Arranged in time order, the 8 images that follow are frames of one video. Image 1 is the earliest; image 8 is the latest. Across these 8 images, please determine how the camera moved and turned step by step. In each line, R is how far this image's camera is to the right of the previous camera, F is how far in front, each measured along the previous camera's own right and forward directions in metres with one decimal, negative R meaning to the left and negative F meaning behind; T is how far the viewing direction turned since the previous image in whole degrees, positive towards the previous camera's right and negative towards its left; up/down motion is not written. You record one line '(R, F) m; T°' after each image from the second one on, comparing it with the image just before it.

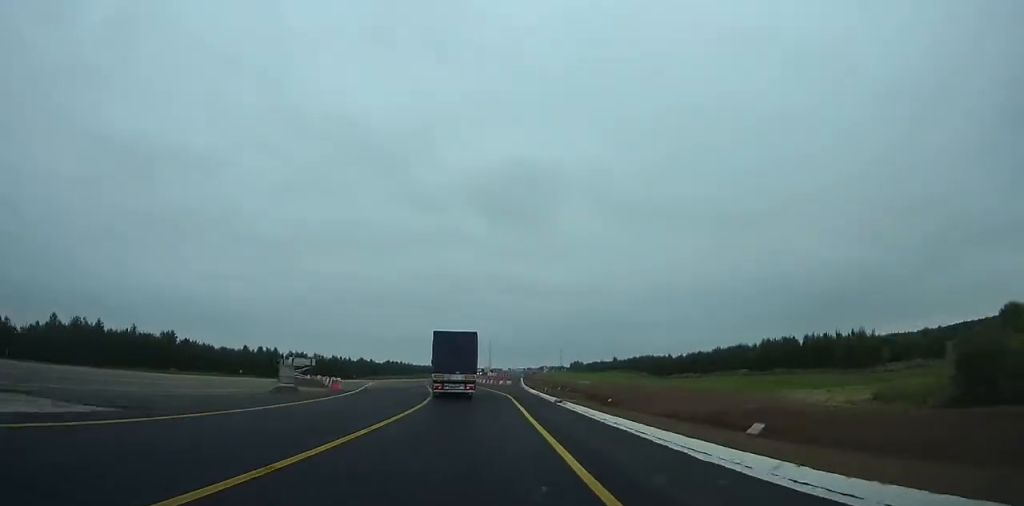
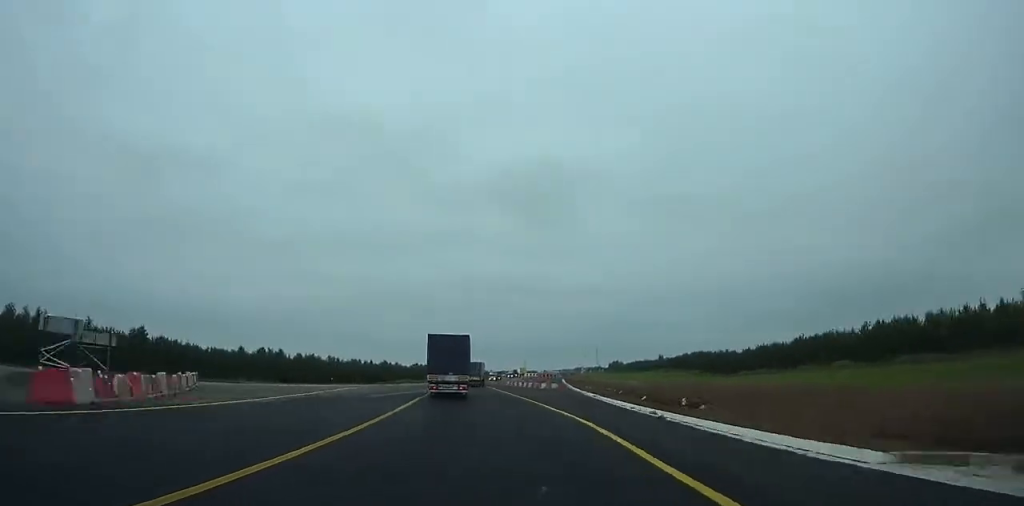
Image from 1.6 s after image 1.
(+0.2, +31.2) m; 0°
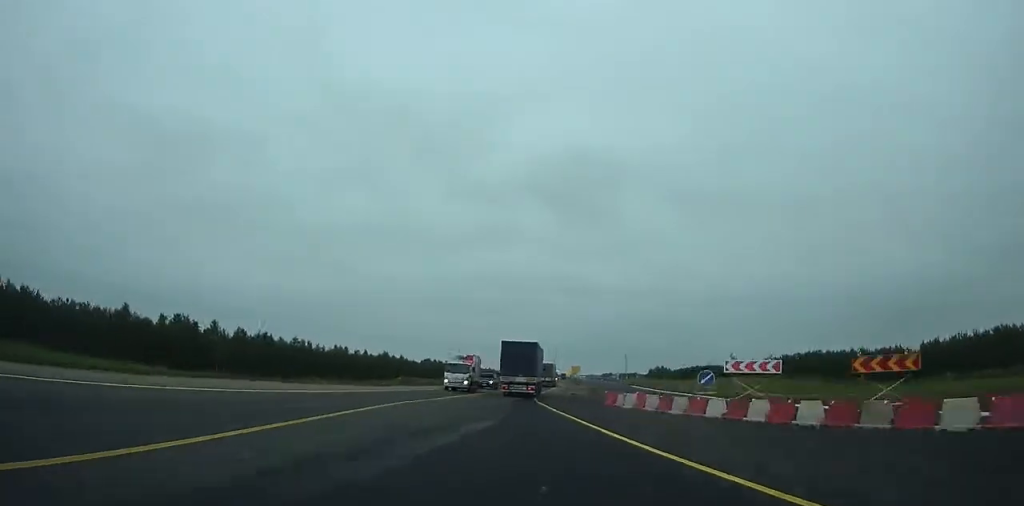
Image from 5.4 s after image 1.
(-3.6, +72.0) m; -8°
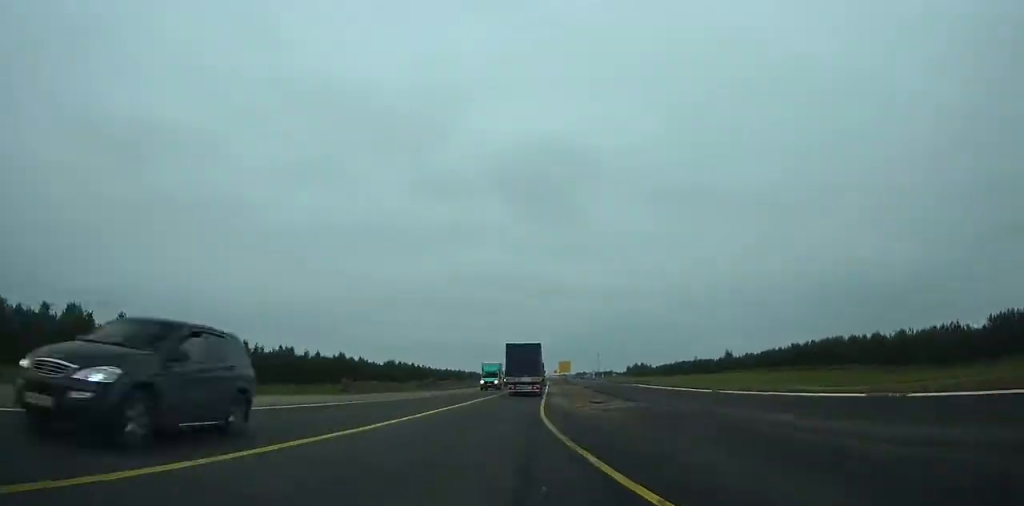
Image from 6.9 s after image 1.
(-4.8, +28.7) m; -2°
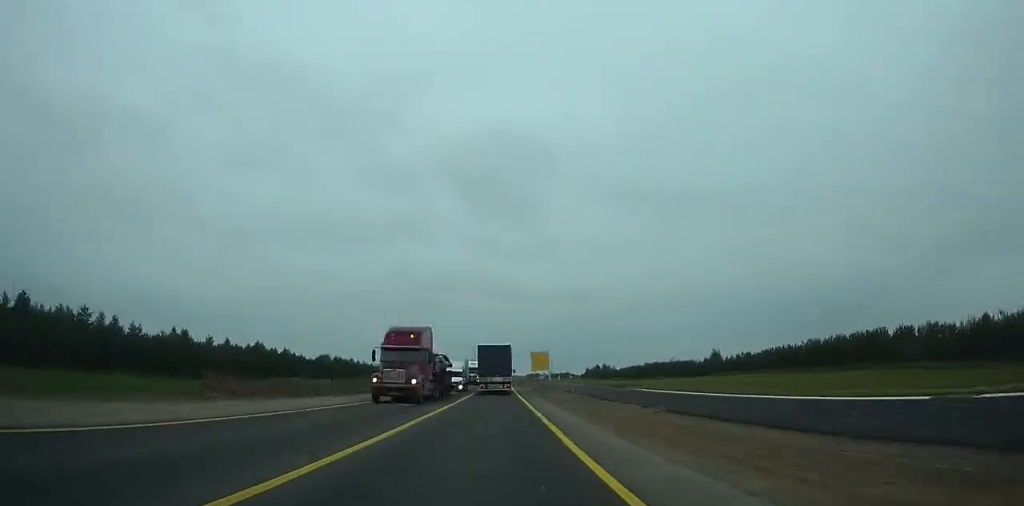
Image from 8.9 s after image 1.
(+3.9, +38.3) m; +5°
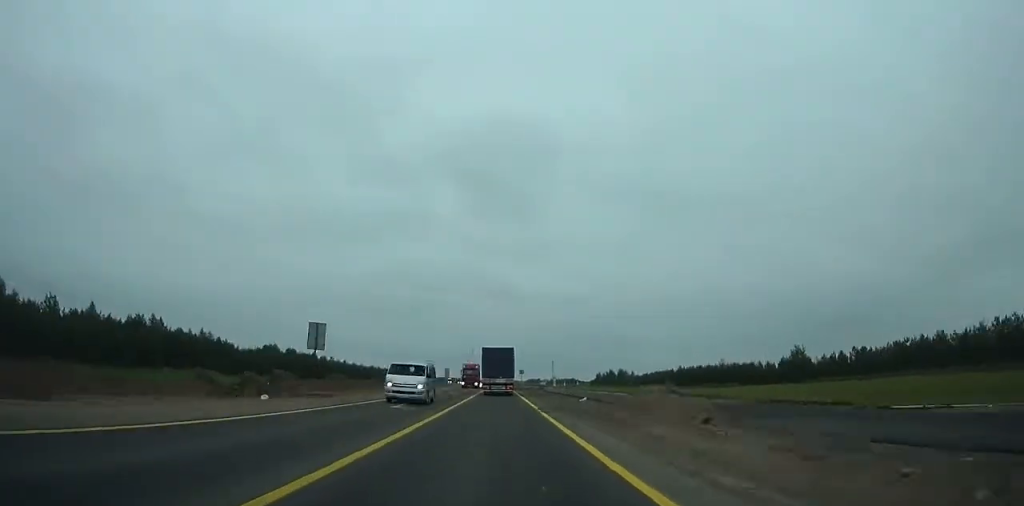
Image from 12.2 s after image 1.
(+4.3, +64.2) m; +5°
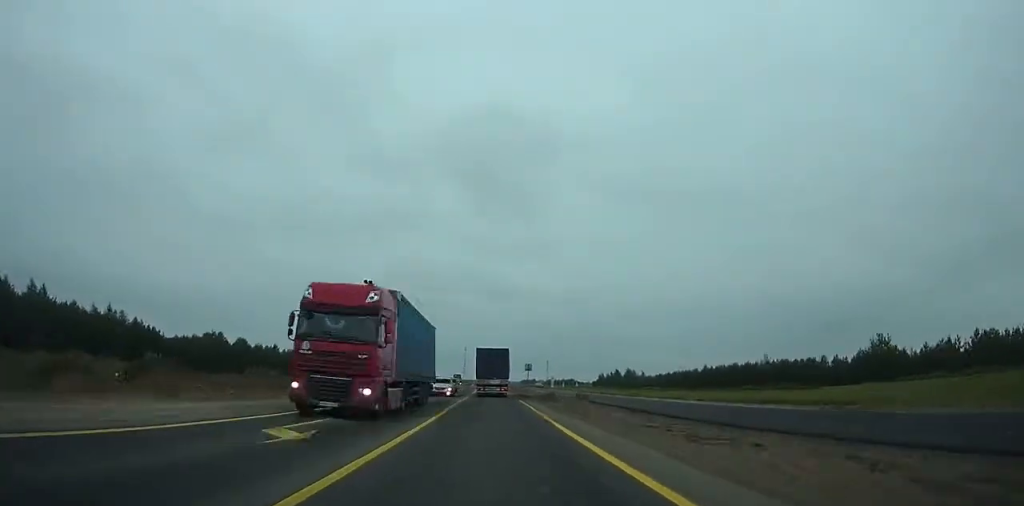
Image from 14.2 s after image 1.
(+0.4, +39.7) m; +1°
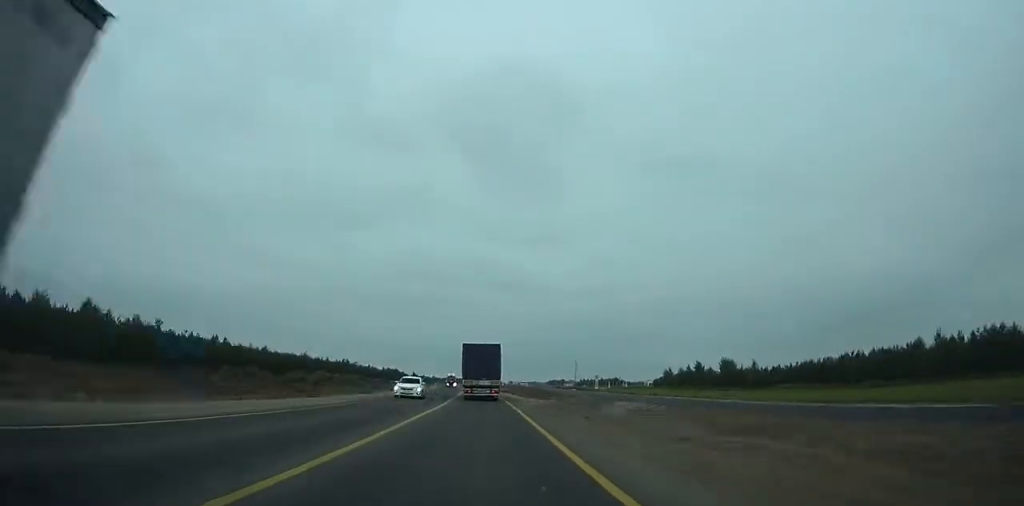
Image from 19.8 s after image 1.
(-0.5, +113.8) m; -1°
